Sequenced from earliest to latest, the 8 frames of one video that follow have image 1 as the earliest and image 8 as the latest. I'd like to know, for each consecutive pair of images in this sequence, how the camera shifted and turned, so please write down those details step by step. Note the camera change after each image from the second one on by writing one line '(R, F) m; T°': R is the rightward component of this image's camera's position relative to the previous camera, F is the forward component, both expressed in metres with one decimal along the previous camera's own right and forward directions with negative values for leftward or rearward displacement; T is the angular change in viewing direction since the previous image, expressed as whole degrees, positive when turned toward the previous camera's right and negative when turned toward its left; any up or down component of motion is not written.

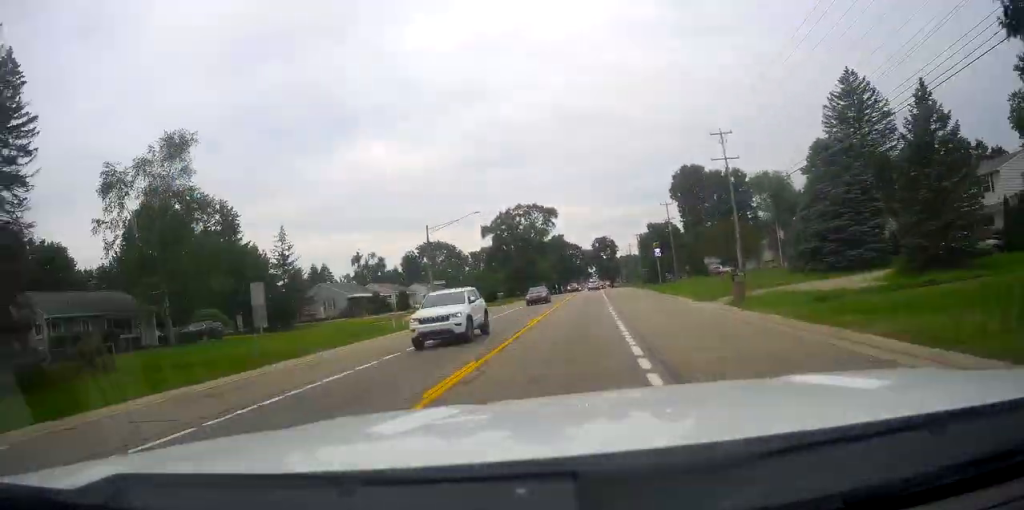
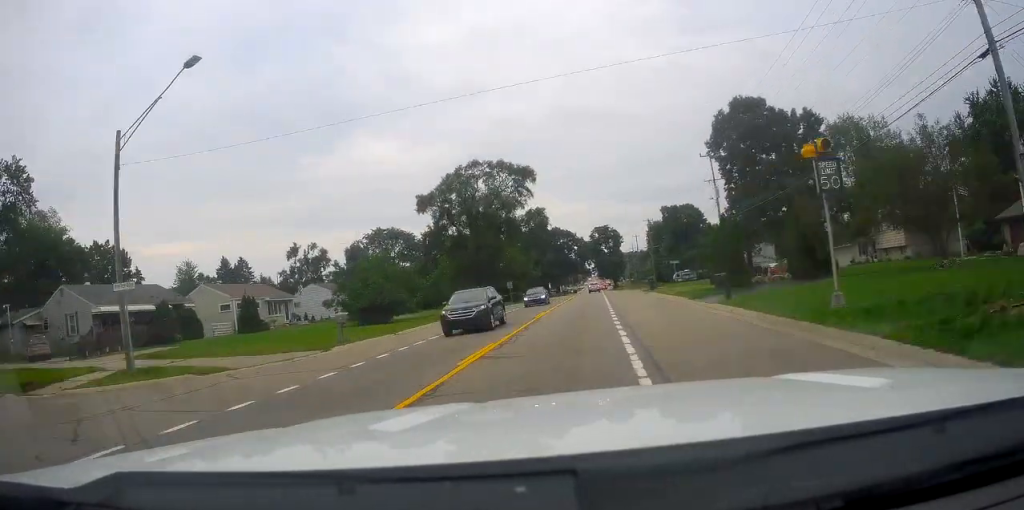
(-0.5, +42.8) m; -1°
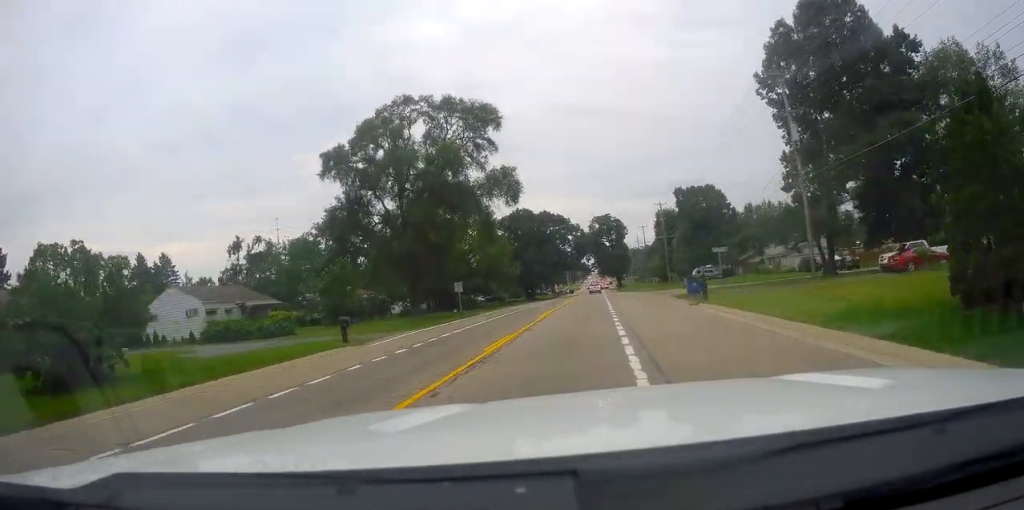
(+0.2, +27.0) m; +1°
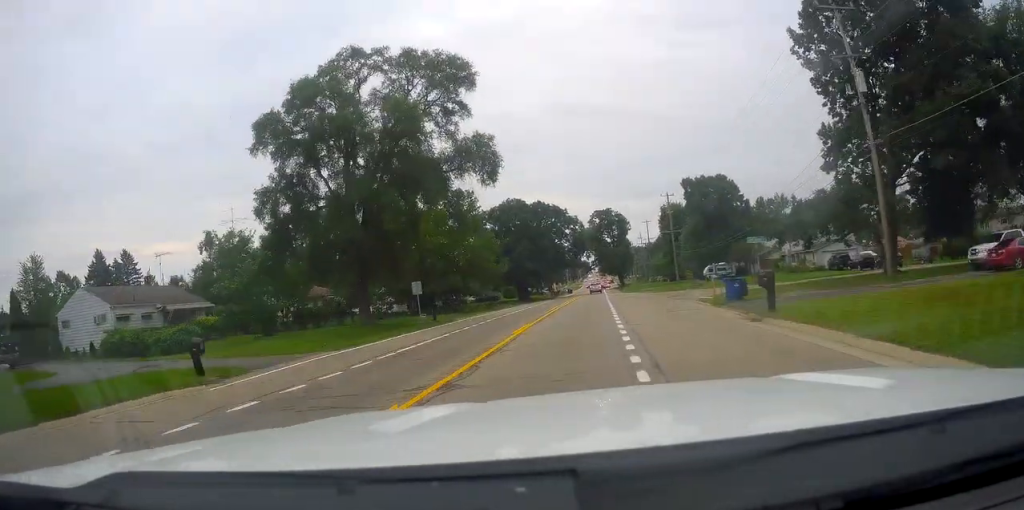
(+0.1, +11.0) m; 0°
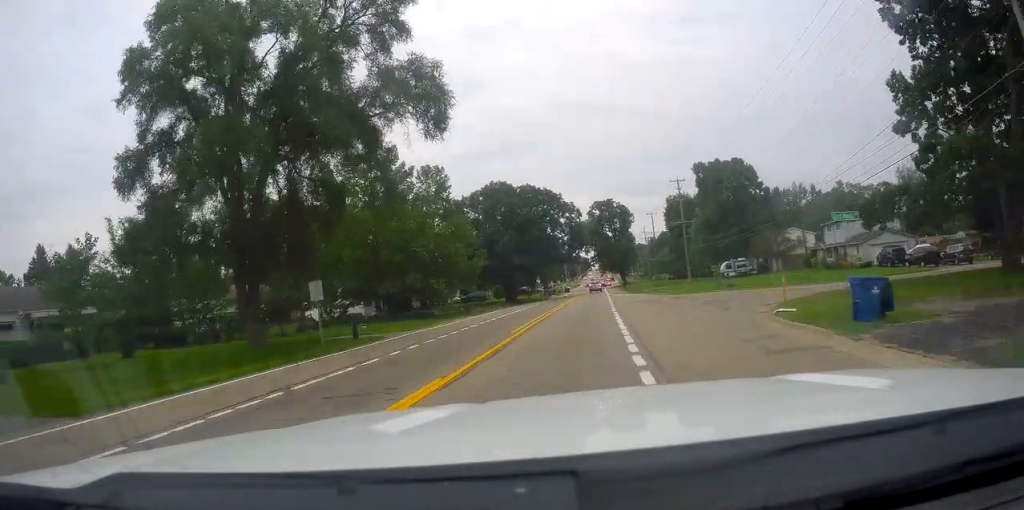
(+0.3, +13.6) m; -1°
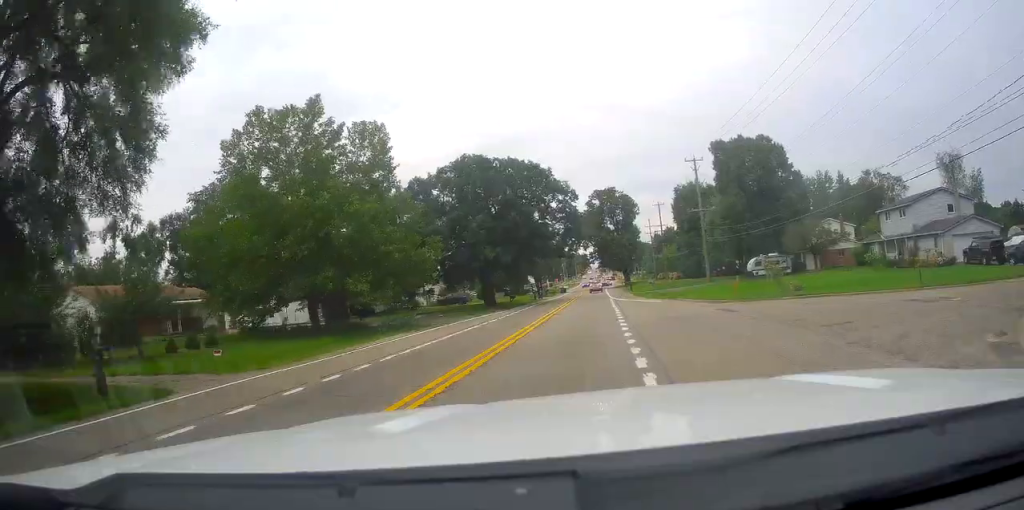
(-0.7, +16.1) m; 0°
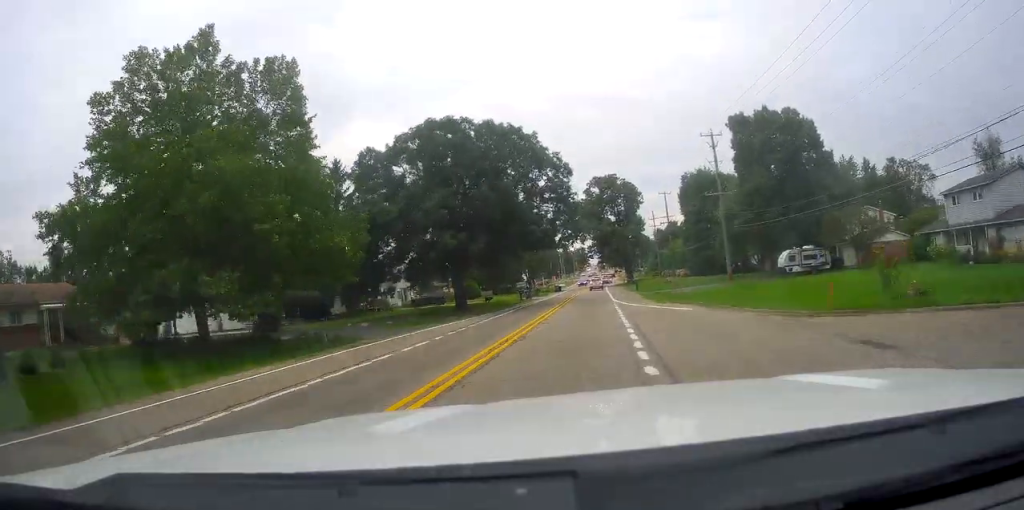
(+0.4, +12.8) m; 0°
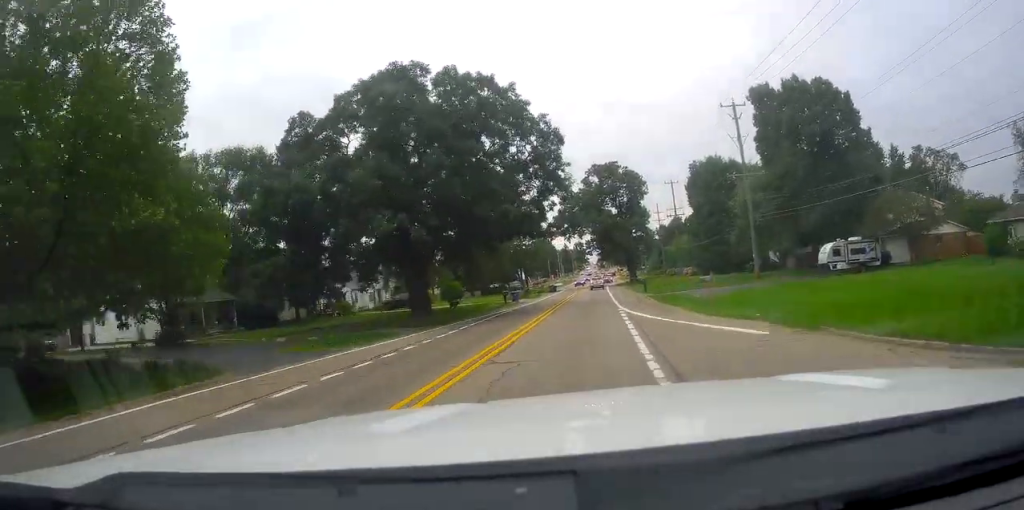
(+0.2, +11.5) m; 0°
